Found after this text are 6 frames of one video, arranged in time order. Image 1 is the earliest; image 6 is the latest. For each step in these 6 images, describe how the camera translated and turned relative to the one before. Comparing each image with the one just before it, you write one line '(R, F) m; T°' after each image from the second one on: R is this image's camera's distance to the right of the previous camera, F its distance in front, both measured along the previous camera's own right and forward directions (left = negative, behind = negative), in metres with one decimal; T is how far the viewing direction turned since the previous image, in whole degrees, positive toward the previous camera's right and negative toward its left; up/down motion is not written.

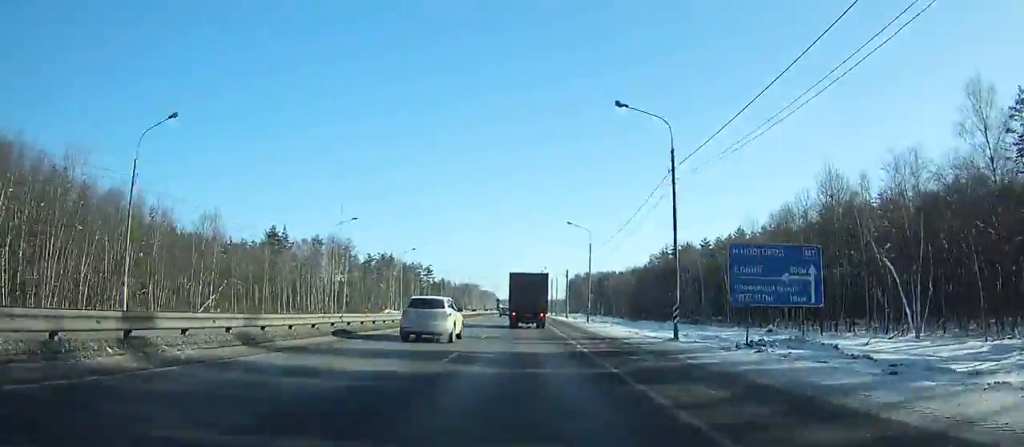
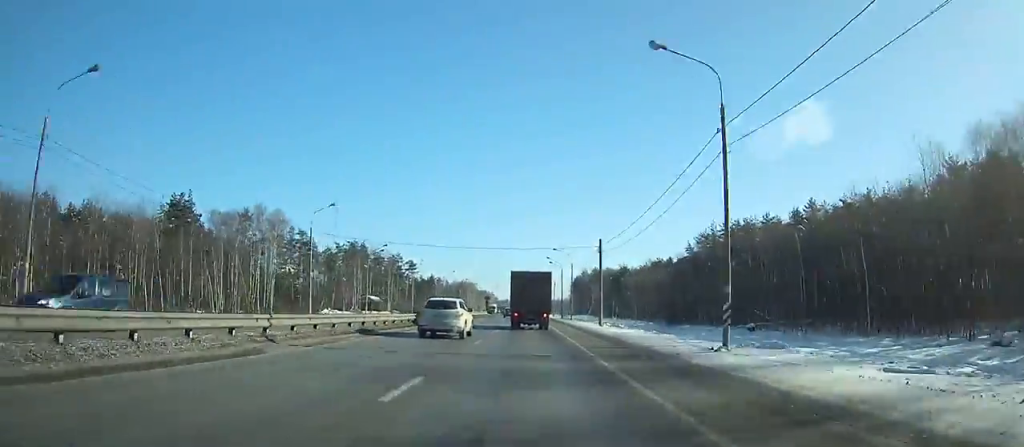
(-0.1, +40.7) m; 0°
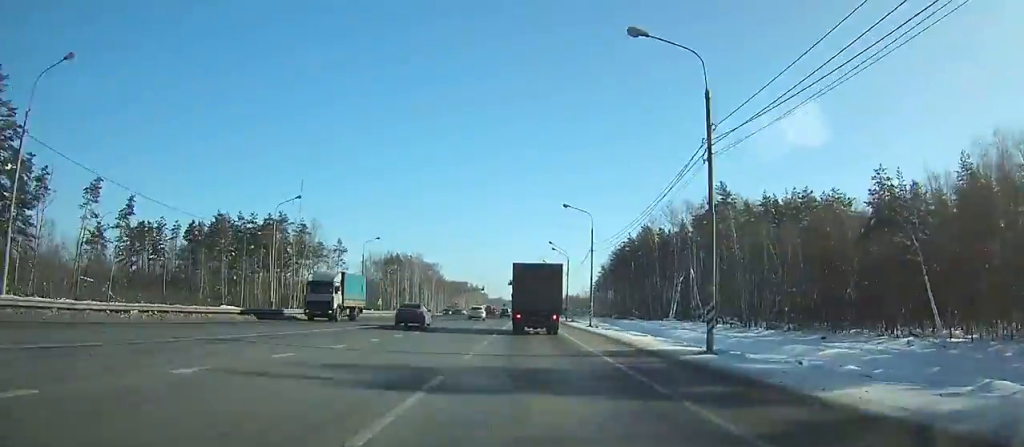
(+1.3, +191.9) m; +1°
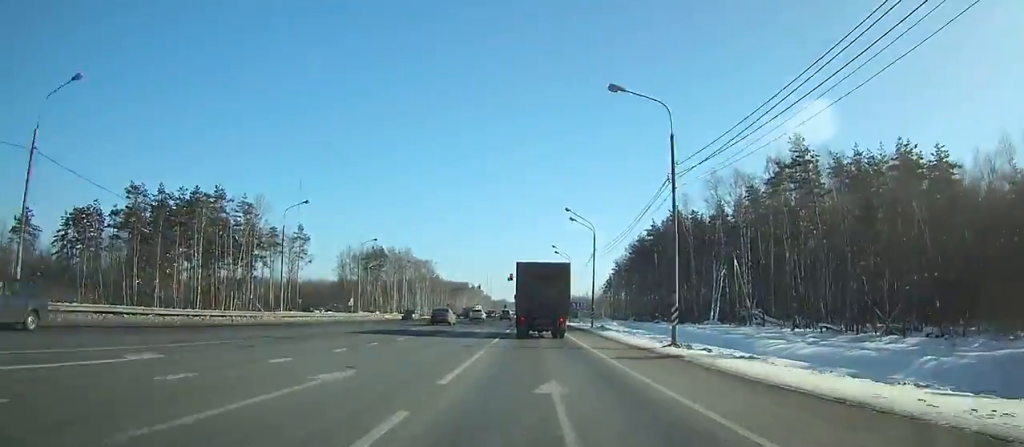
(-0.1, +28.3) m; 0°
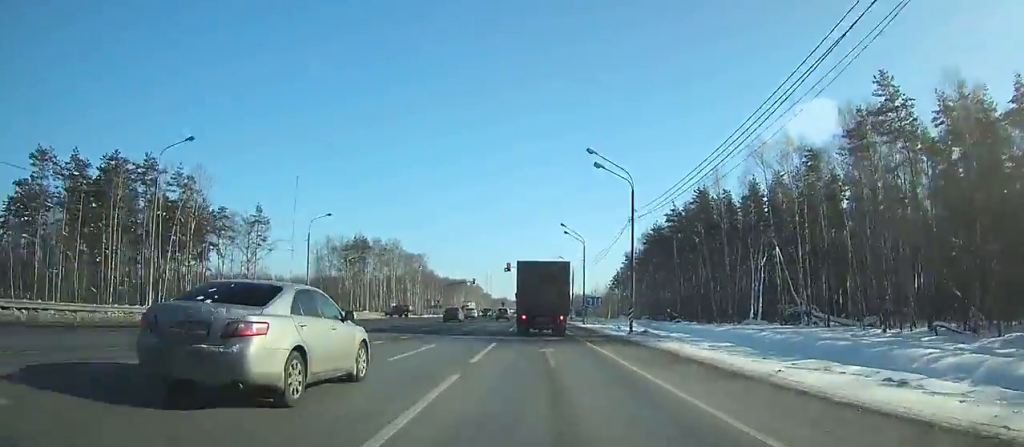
(0.0, +21.0) m; 0°
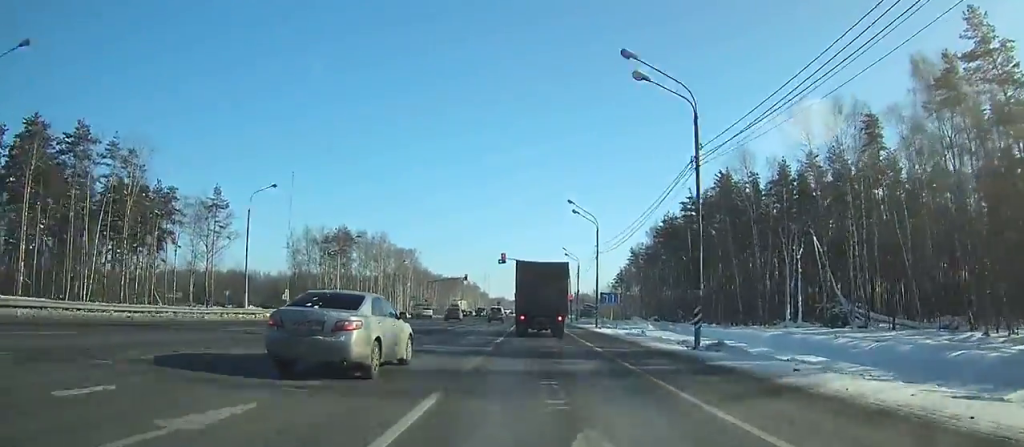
(0.0, +14.2) m; 0°
